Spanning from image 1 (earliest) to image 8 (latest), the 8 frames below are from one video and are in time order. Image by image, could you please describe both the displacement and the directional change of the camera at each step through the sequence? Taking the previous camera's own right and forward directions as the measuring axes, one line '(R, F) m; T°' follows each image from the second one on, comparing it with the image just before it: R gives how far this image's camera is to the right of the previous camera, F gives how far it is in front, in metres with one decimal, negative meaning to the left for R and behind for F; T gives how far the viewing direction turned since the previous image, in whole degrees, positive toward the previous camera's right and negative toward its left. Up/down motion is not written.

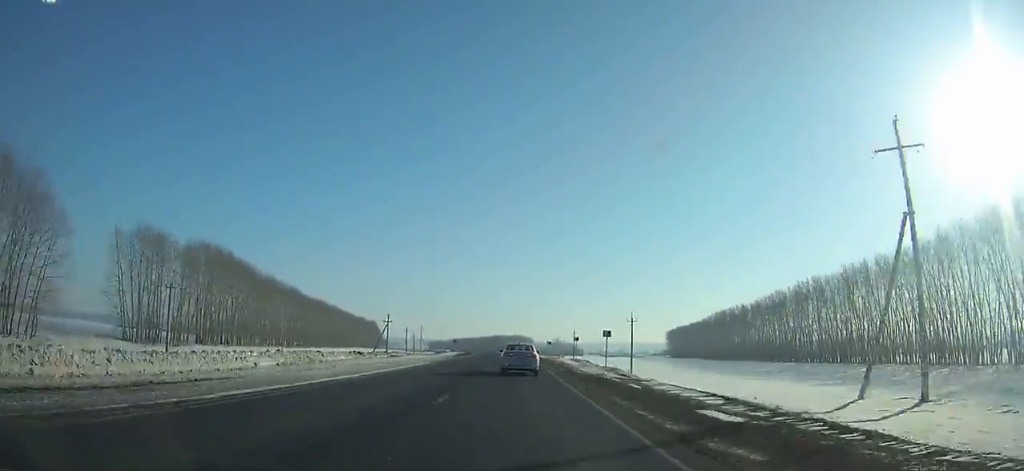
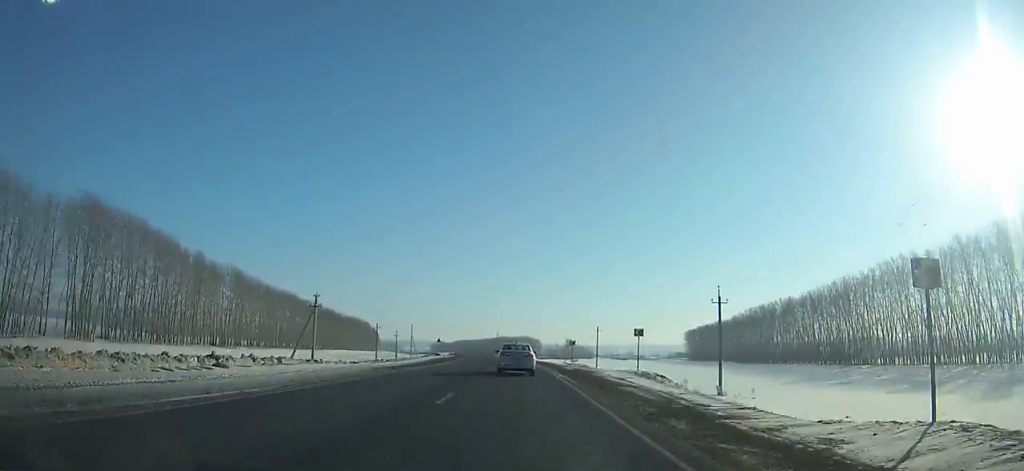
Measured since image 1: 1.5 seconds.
(-0.1, +35.7) m; -1°
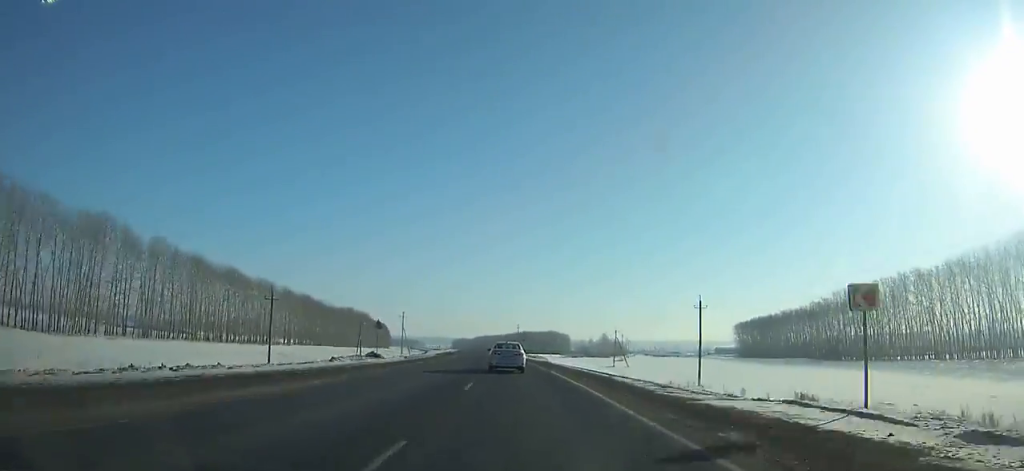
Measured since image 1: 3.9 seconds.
(-1.1, +56.5) m; -2°
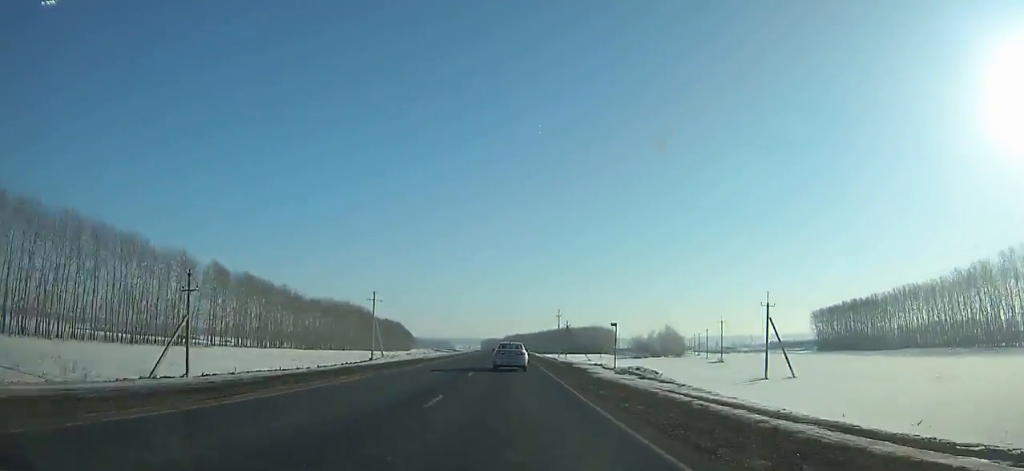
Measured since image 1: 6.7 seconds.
(-1.6, +65.6) m; -2°
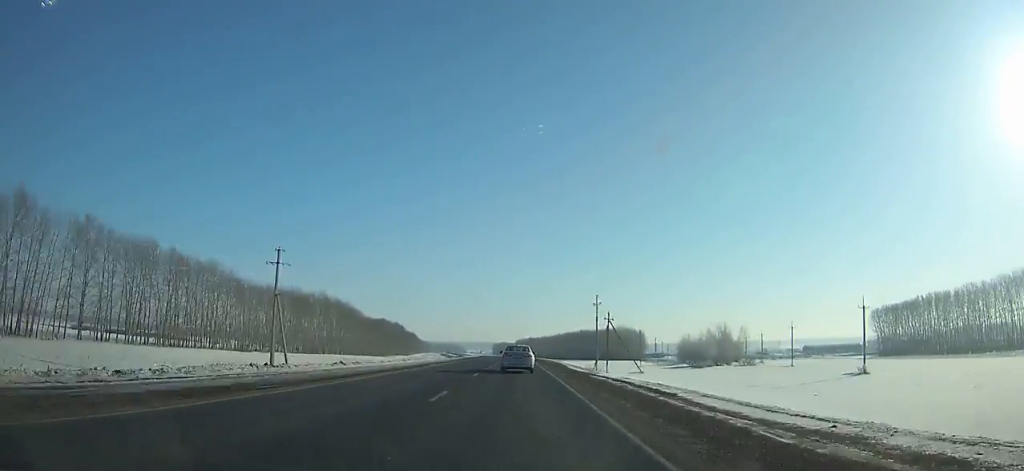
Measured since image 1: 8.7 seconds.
(-0.5, +46.4) m; -1°
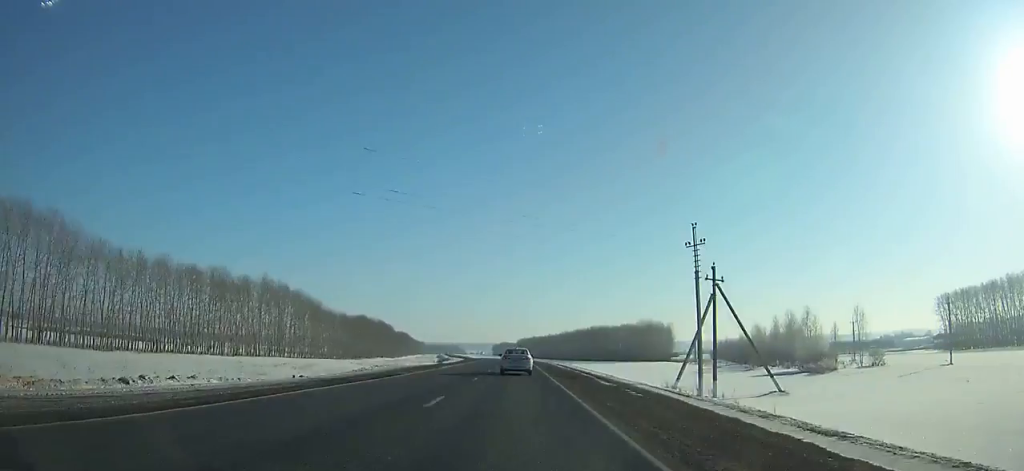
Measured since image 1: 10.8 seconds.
(-0.2, +48.6) m; -1°
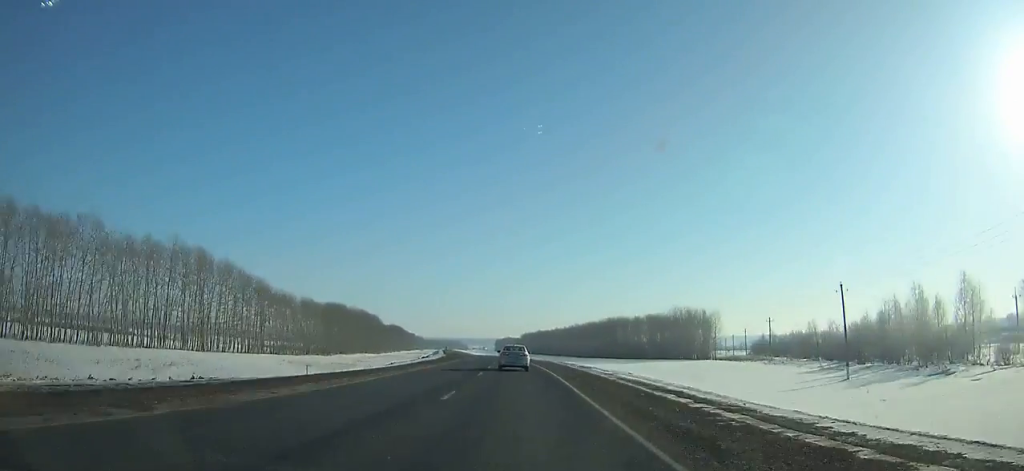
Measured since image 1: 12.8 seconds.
(0.0, +45.9) m; -1°
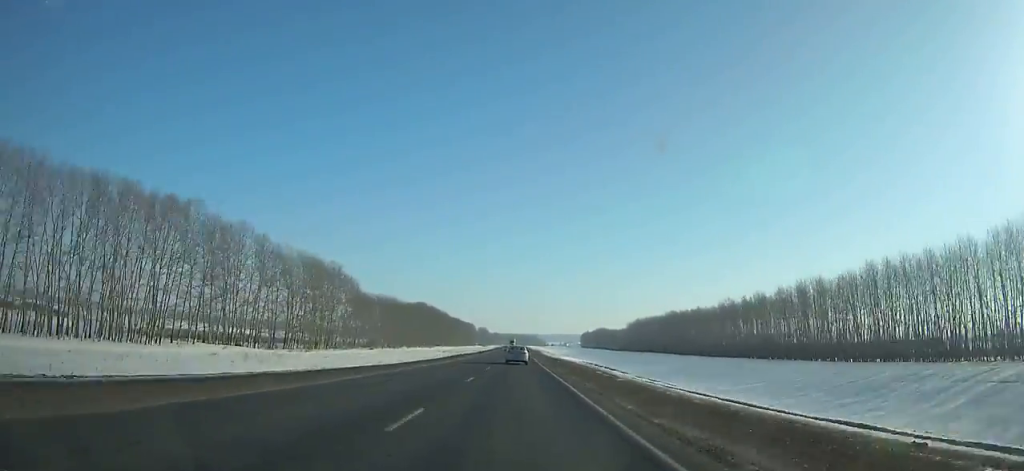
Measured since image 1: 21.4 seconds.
(-14.6, +198.8) m; -6°
